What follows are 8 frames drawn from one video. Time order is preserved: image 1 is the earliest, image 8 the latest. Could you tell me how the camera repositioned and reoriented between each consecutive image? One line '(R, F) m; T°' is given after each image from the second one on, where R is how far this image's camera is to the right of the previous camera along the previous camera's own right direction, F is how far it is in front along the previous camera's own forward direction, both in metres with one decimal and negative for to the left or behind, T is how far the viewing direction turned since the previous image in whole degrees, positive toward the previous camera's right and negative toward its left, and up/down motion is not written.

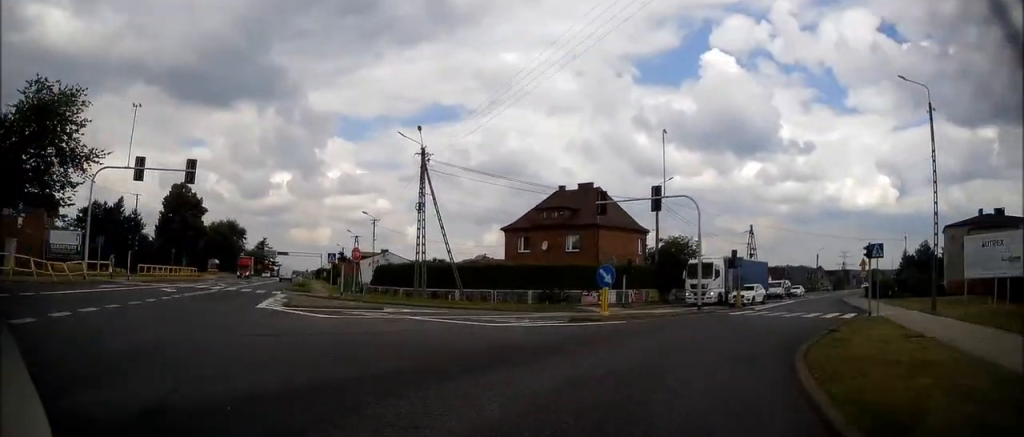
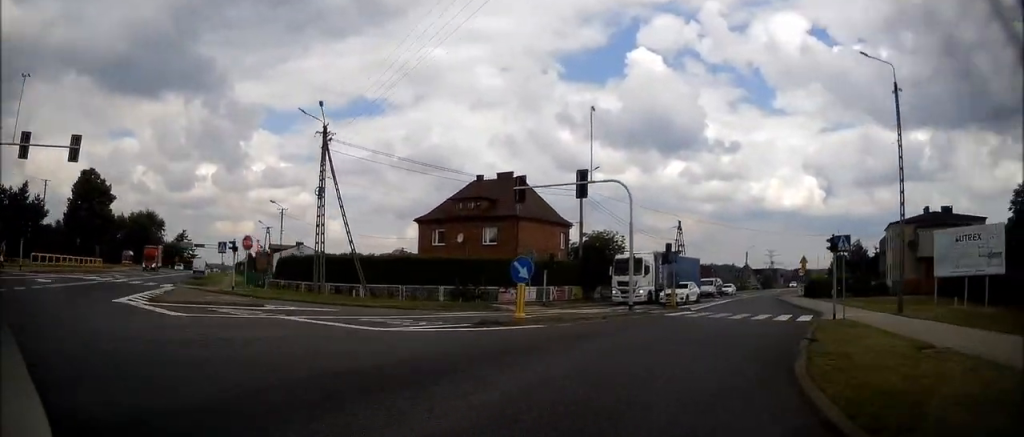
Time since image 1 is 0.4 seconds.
(+0.3, +3.9) m; +7°
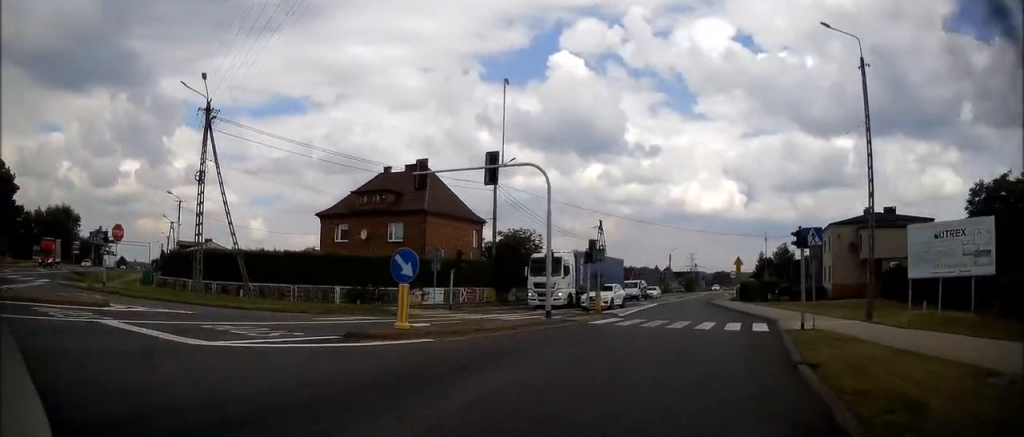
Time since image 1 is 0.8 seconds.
(+0.3, +4.4) m; +6°
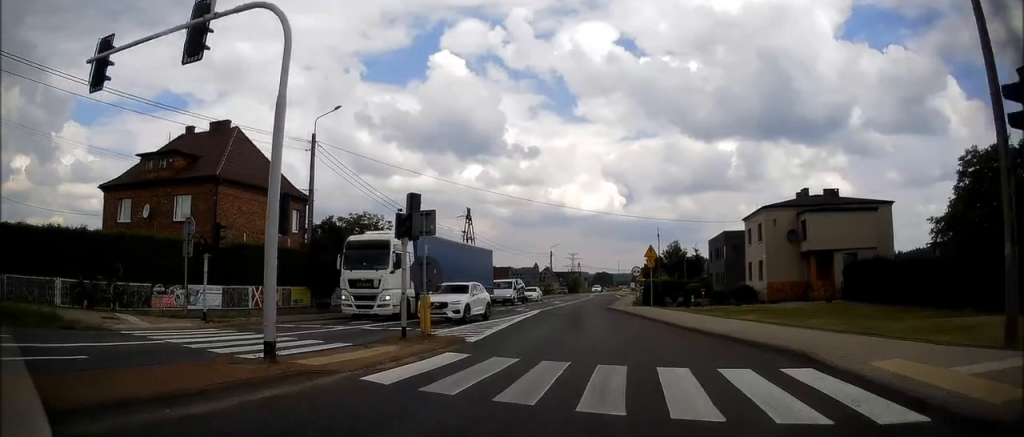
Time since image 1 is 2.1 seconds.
(+1.7, +13.8) m; +9°
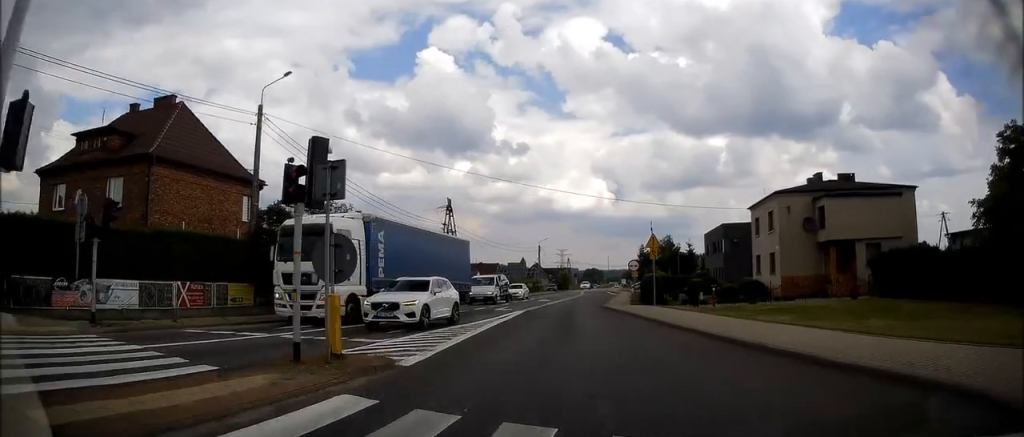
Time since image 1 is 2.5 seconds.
(+0.1, +5.1) m; +2°
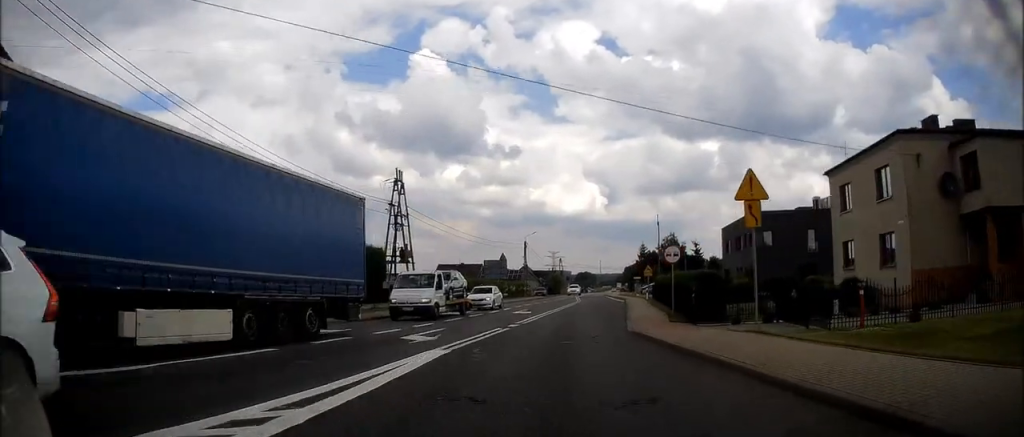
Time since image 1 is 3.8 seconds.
(+0.3, +17.2) m; +2°
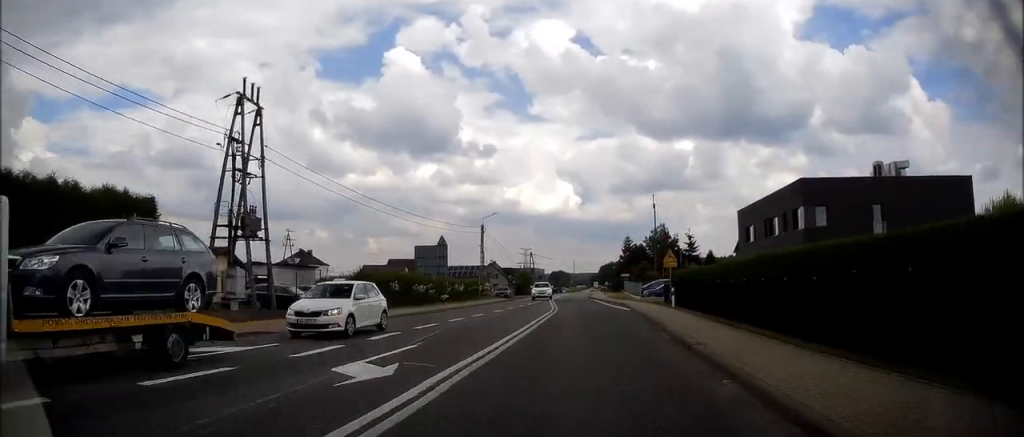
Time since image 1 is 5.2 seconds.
(+0.4, +21.3) m; +2°
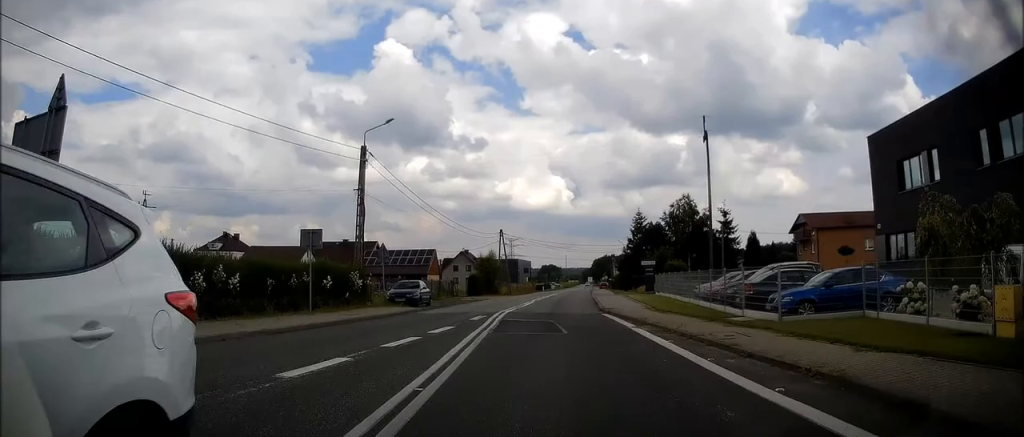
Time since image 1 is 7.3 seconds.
(+0.5, +36.1) m; +1°
